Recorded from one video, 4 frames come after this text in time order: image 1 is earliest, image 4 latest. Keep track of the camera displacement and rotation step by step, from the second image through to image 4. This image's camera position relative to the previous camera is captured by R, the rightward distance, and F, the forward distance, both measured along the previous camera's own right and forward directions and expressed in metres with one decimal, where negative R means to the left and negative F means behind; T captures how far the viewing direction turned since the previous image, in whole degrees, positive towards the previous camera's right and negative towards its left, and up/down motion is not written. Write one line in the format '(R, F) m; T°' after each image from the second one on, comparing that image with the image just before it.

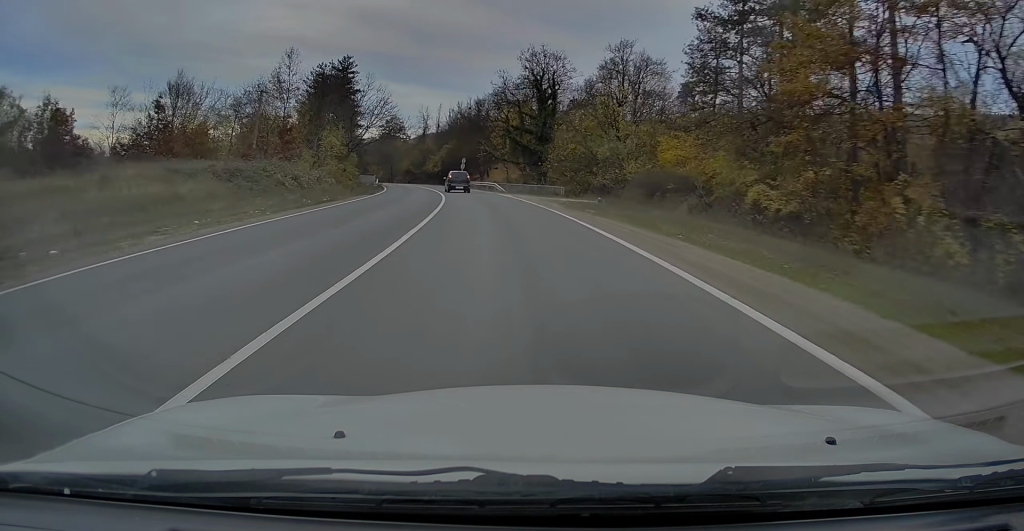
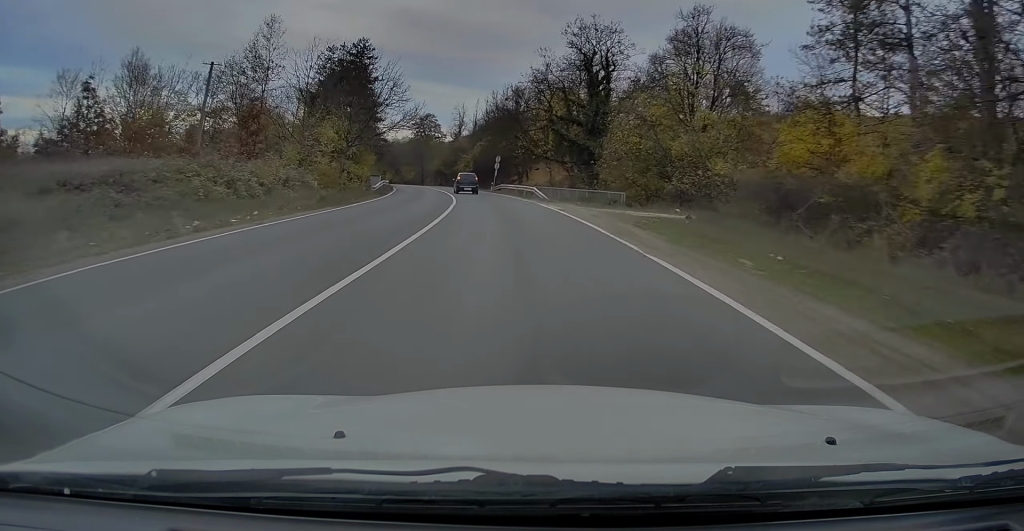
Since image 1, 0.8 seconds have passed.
(-0.6, +13.9) m; -3°
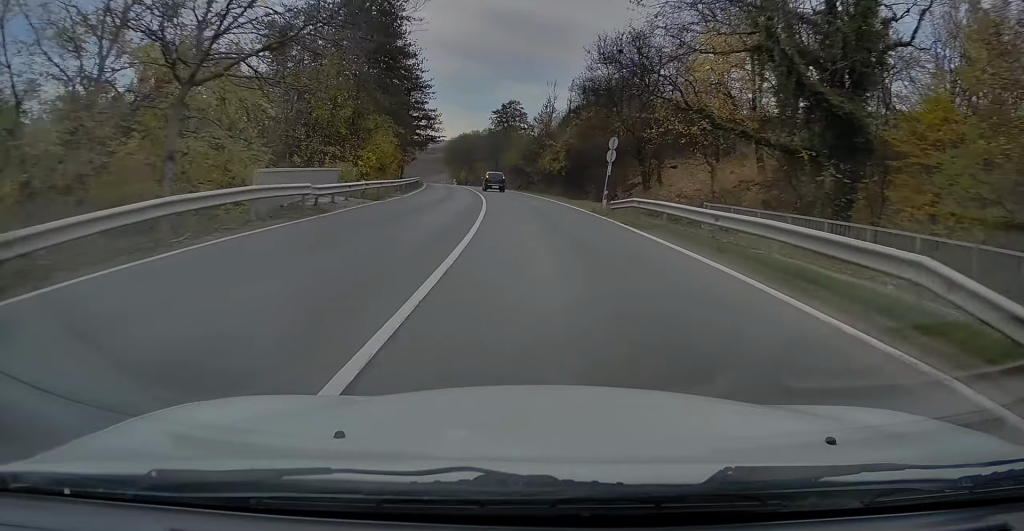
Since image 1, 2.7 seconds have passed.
(-2.6, +34.9) m; -9°
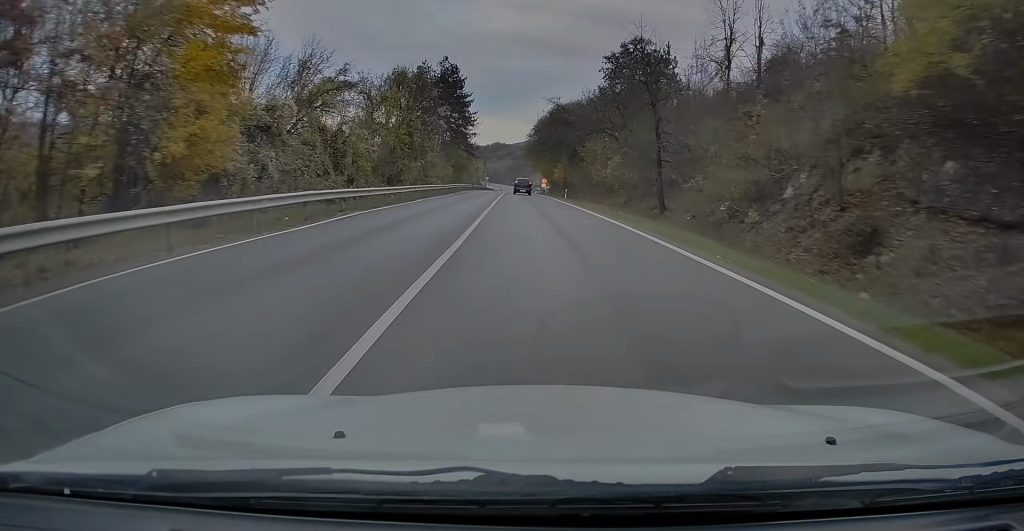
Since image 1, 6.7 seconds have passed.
(-6.1, +72.4) m; -8°
